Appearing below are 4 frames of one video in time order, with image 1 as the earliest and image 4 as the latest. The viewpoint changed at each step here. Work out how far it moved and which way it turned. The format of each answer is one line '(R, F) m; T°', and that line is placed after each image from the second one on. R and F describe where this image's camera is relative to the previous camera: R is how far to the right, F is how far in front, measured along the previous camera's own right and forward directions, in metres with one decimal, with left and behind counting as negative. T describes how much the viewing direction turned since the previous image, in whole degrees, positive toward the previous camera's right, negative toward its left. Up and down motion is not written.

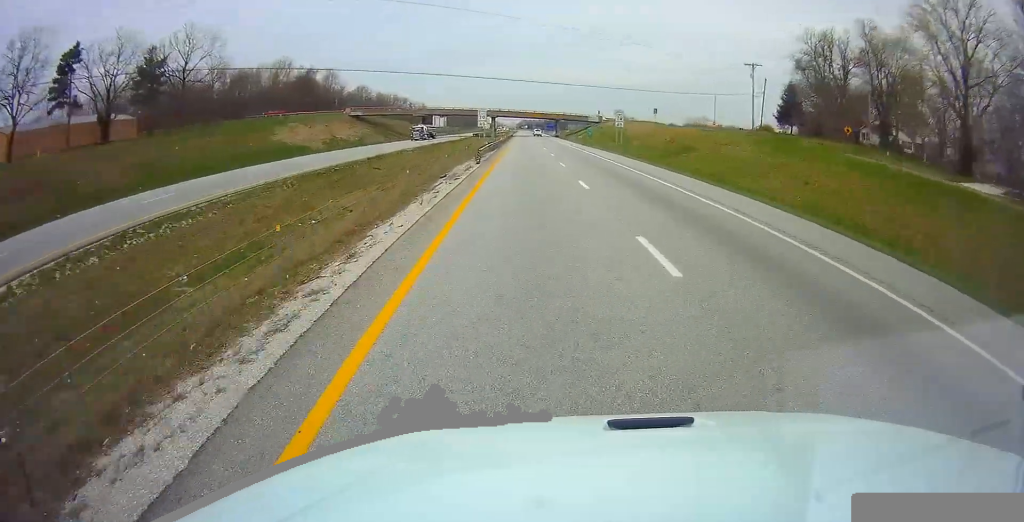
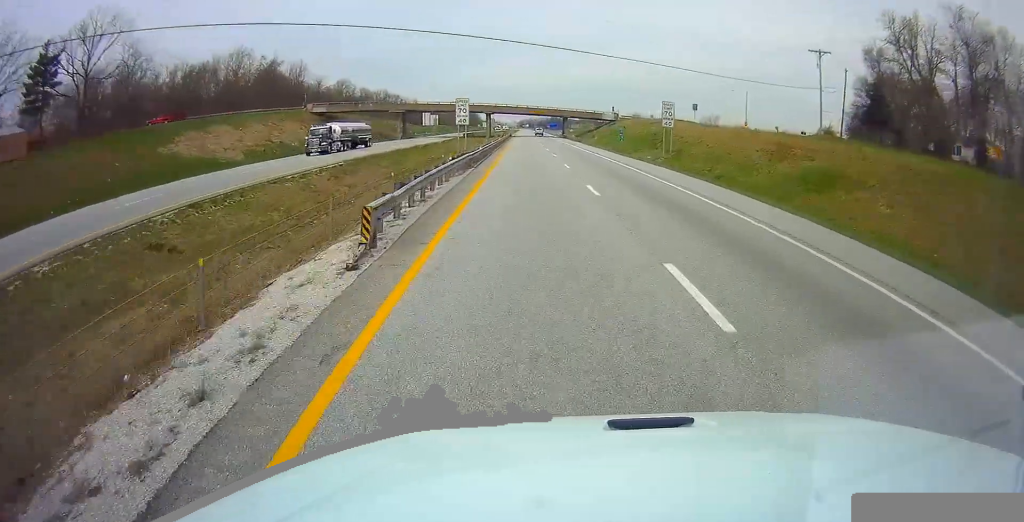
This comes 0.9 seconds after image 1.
(-0.1, +26.5) m; 0°
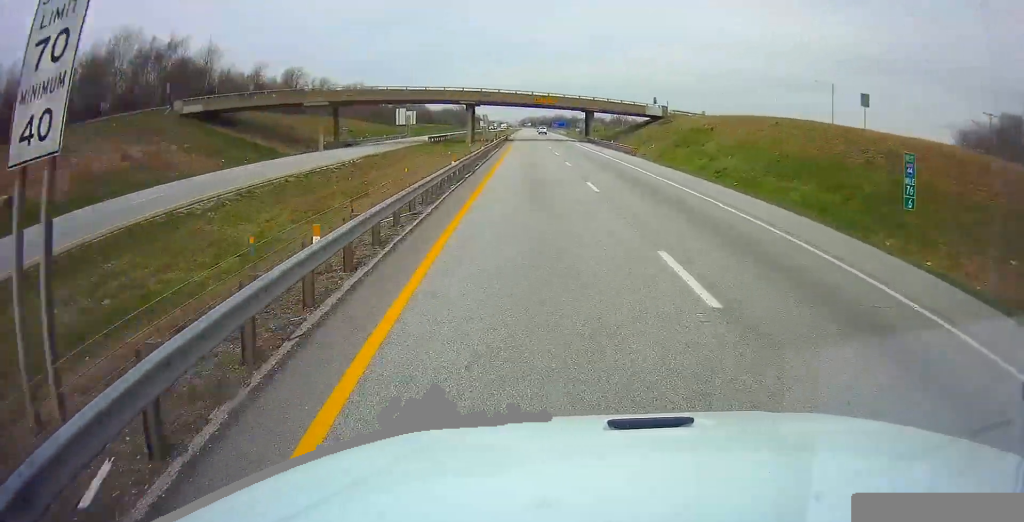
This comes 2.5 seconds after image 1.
(0.0, +47.5) m; 0°
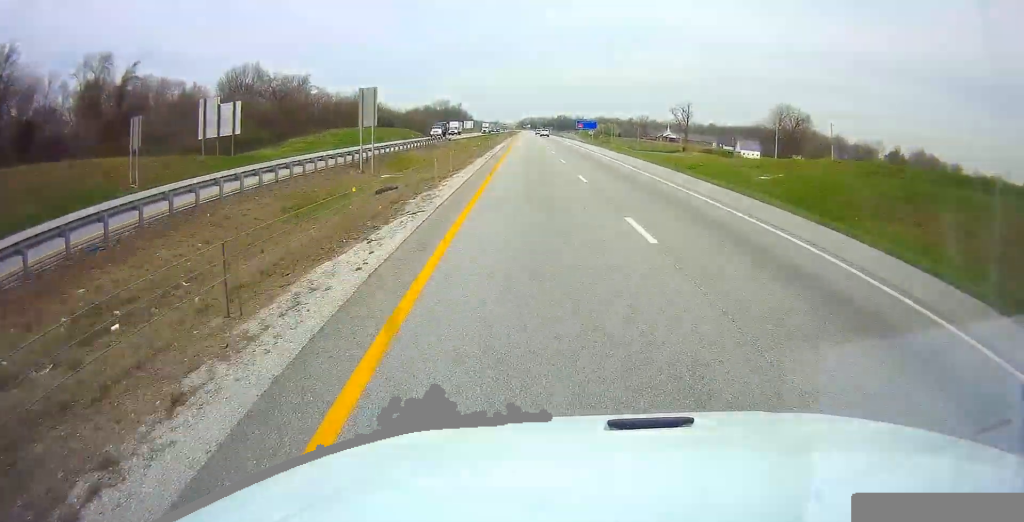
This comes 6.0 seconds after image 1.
(+0.1, +105.5) m; 0°
